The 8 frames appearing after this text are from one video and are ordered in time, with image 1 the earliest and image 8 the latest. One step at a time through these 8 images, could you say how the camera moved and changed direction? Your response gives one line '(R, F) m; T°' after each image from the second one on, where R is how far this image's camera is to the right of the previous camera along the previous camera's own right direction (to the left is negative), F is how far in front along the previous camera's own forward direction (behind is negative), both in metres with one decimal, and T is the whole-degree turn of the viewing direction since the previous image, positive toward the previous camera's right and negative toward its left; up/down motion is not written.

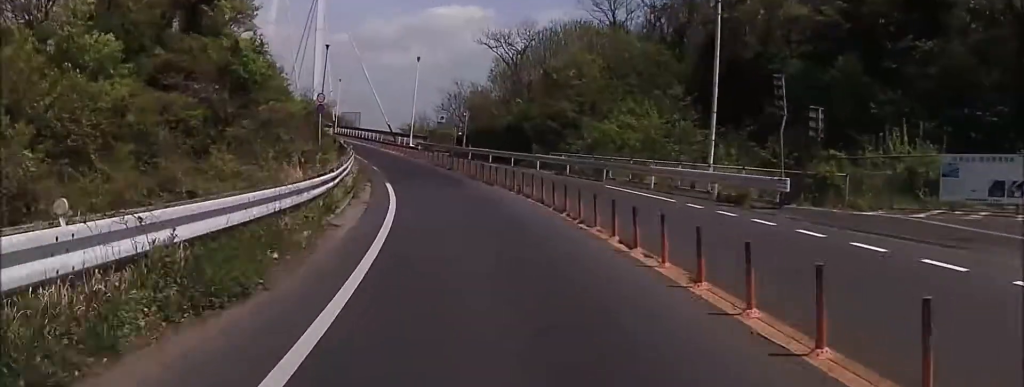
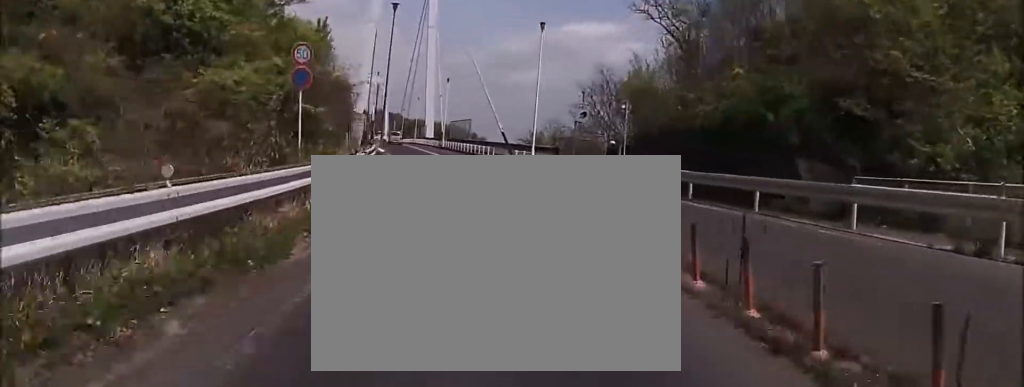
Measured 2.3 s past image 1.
(-2.3, +24.6) m; -13°
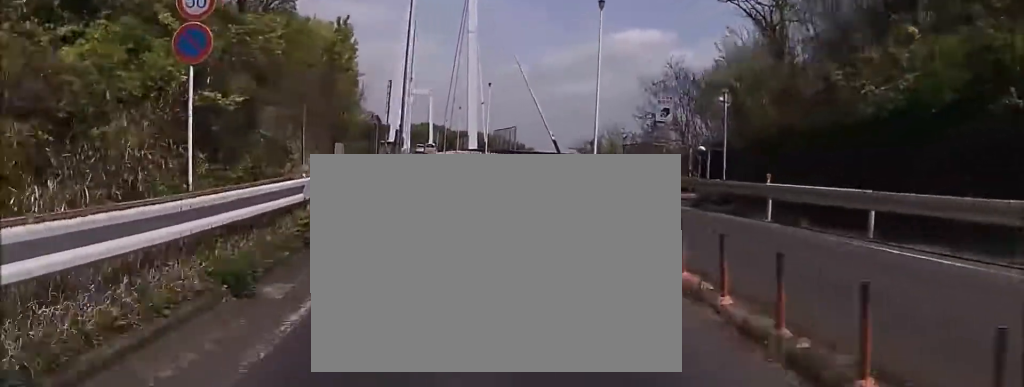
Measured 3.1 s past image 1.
(-0.5, +8.7) m; -4°
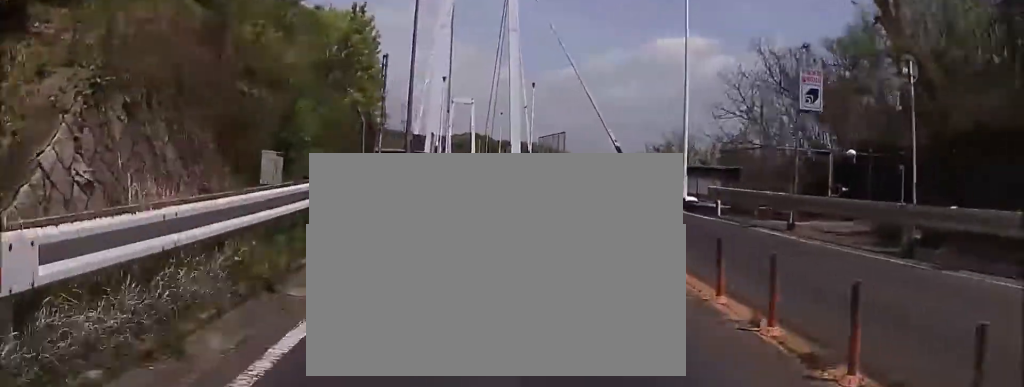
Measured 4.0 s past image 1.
(-0.3, +9.2) m; -2°
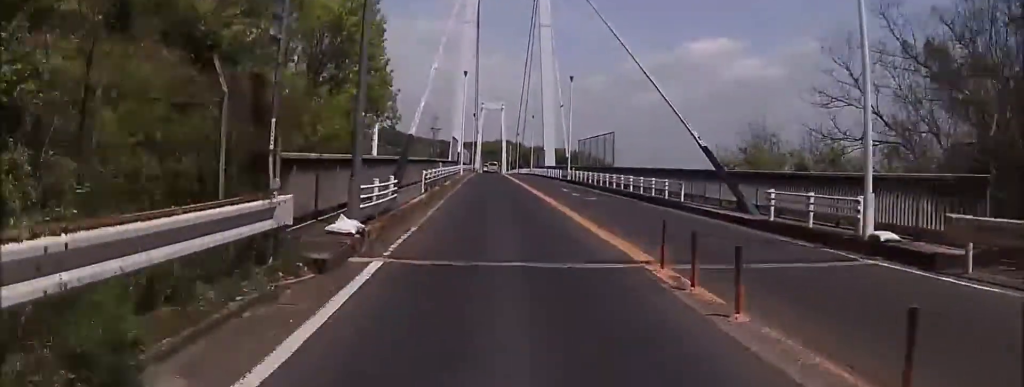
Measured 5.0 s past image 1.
(0.0, +10.1) m; -2°
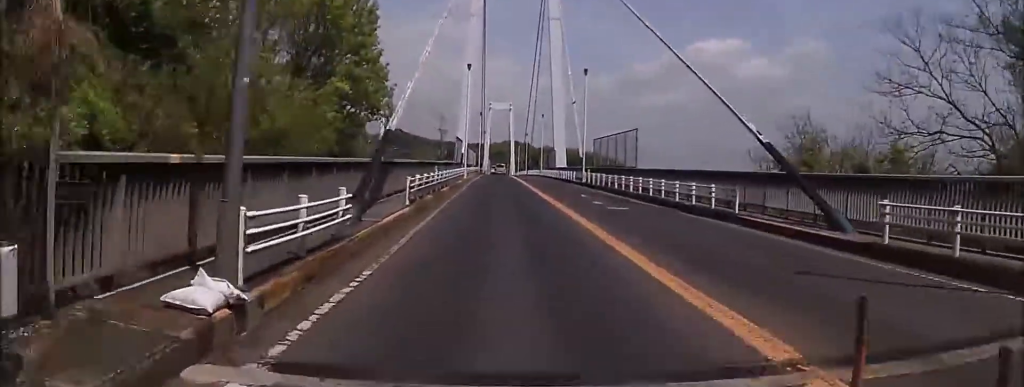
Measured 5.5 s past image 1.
(+0.1, +5.0) m; -2°
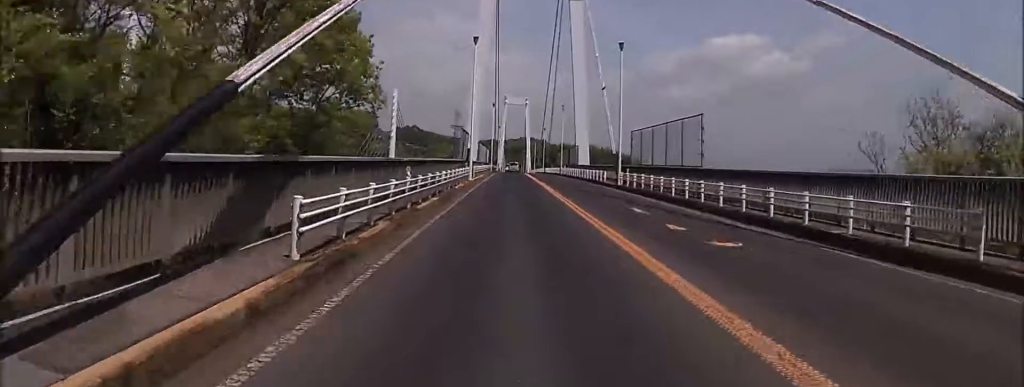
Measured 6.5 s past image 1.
(-0.6, +10.0) m; -2°
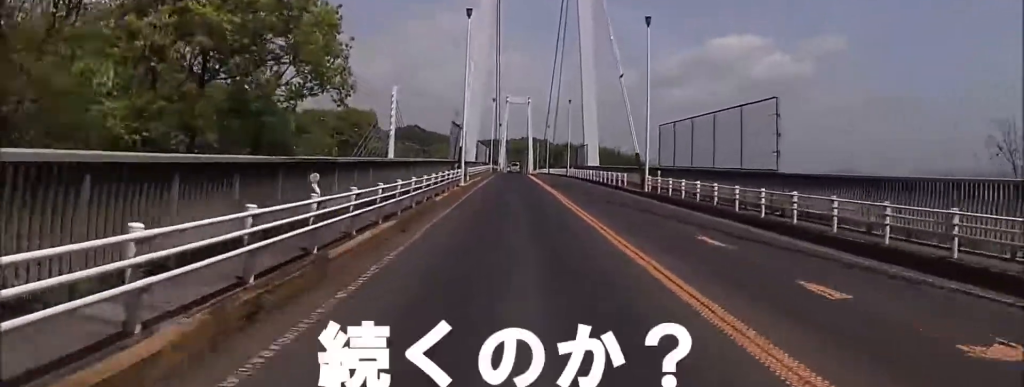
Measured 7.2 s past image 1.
(+0.2, +7.5) m; 0°
